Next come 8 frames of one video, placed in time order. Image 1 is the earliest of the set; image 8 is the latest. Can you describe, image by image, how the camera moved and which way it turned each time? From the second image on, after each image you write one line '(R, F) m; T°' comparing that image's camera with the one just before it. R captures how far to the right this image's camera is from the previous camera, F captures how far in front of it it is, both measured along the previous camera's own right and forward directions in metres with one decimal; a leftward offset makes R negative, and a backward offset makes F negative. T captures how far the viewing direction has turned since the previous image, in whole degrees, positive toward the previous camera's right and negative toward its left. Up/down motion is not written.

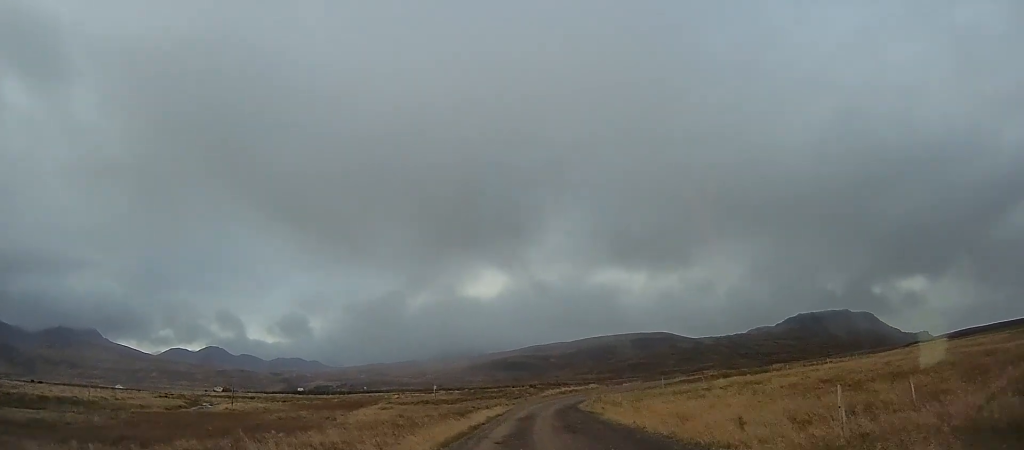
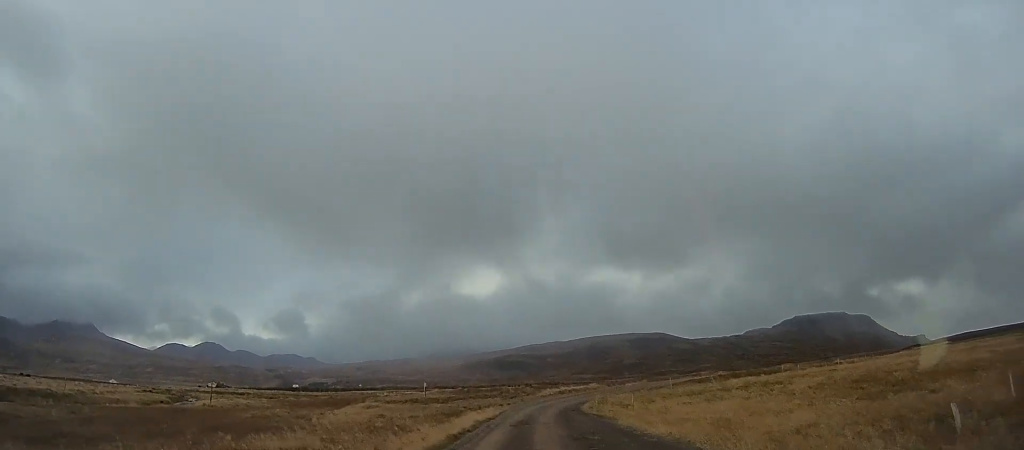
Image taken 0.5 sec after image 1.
(+0.2, +4.9) m; -2°
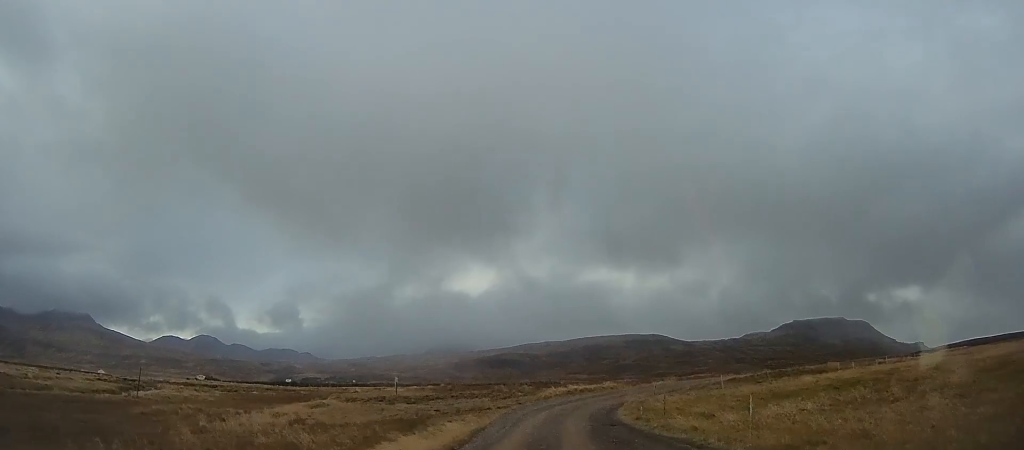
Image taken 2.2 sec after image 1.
(-0.5, +15.3) m; +2°
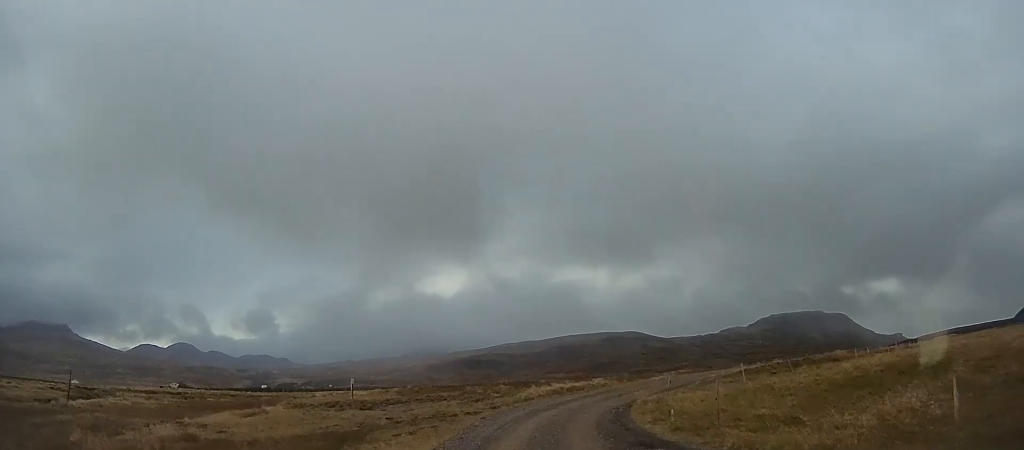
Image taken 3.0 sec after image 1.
(+0.5, +8.0) m; +6°
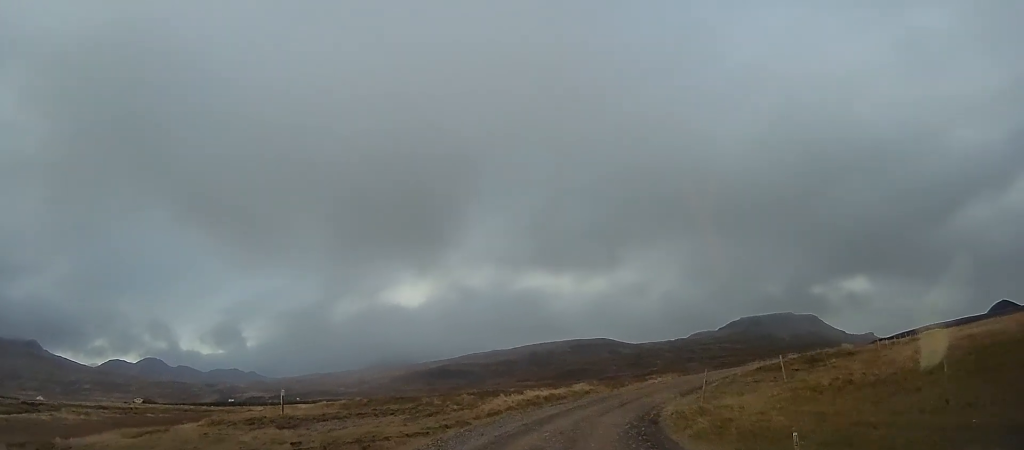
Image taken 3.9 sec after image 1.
(+0.4, +8.8) m; +5°
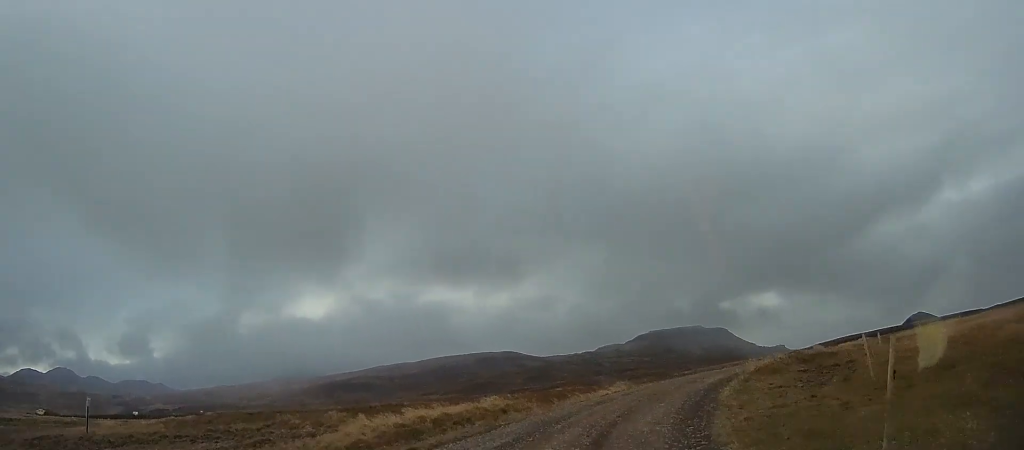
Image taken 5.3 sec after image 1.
(+0.5, +11.9) m; +7°
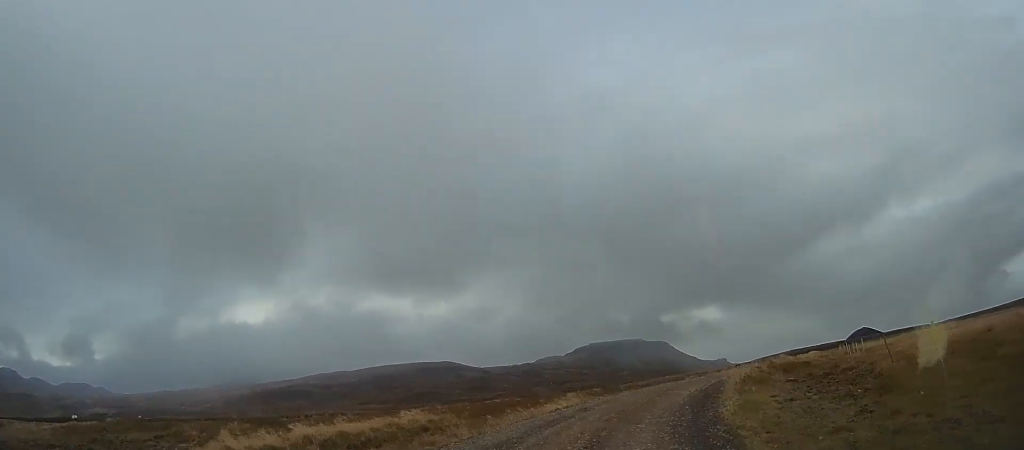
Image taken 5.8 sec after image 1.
(-0.2, +4.9) m; +5°
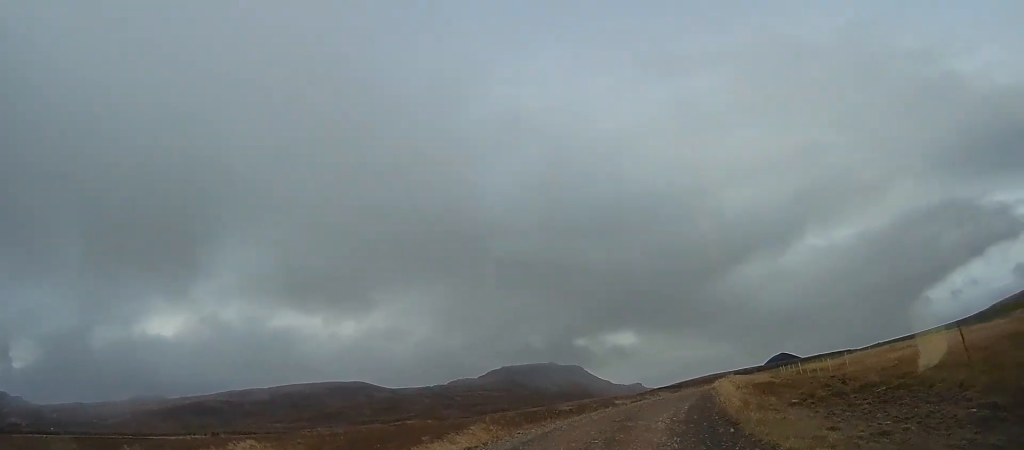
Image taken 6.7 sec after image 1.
(+1.1, +7.4) m; +11°
